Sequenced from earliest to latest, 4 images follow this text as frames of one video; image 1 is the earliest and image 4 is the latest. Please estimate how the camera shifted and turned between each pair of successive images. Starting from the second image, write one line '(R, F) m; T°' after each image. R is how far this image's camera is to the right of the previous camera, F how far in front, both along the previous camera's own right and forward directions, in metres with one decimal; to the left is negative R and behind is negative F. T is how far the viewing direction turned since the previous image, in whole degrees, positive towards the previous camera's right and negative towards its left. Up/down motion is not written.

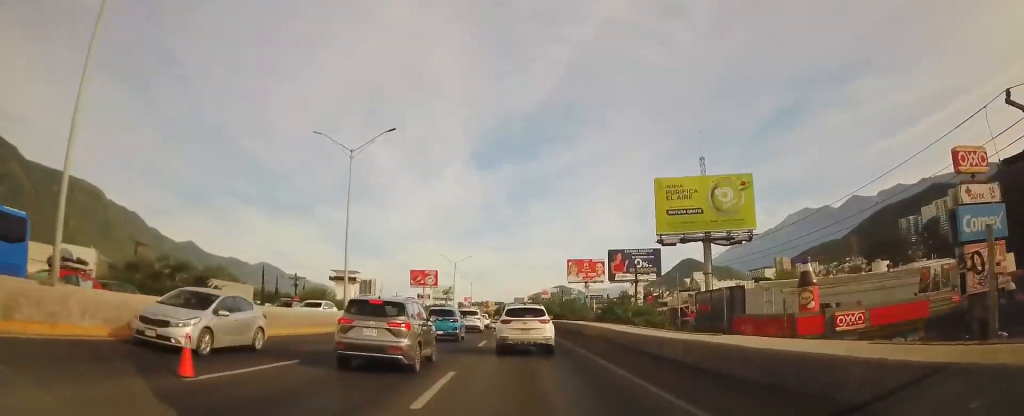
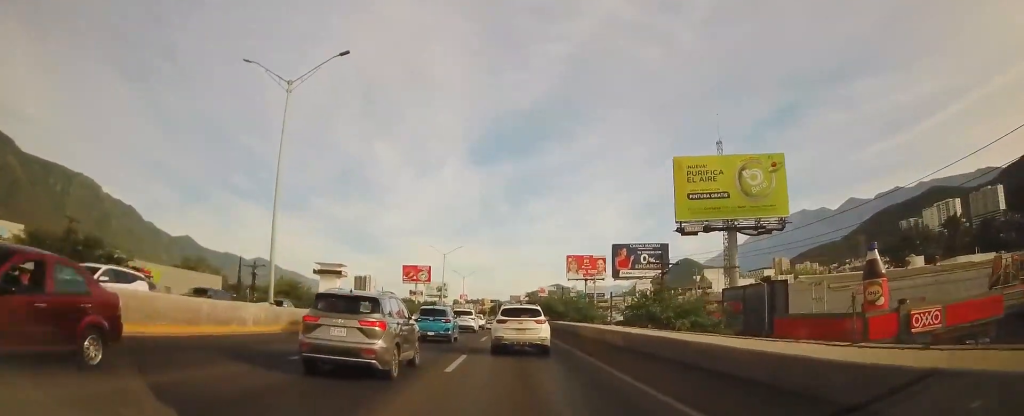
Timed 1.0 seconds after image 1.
(+0.3, +10.4) m; +3°
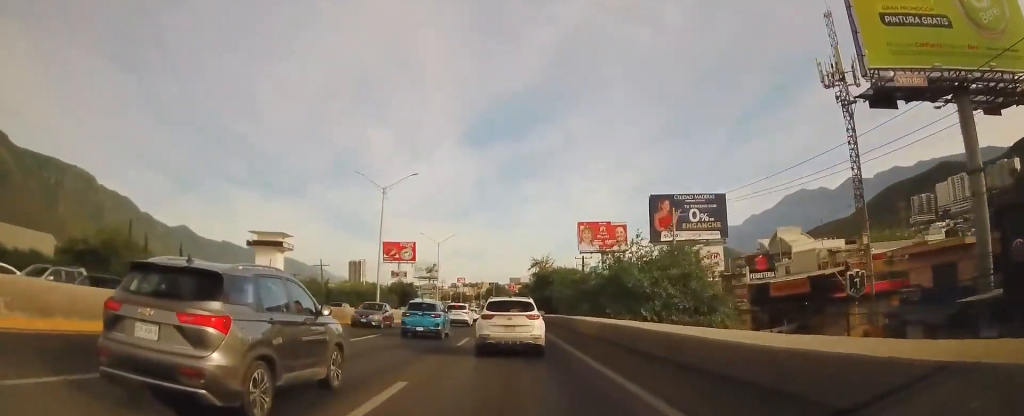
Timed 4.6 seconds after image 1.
(+0.5, +37.7) m; -1°
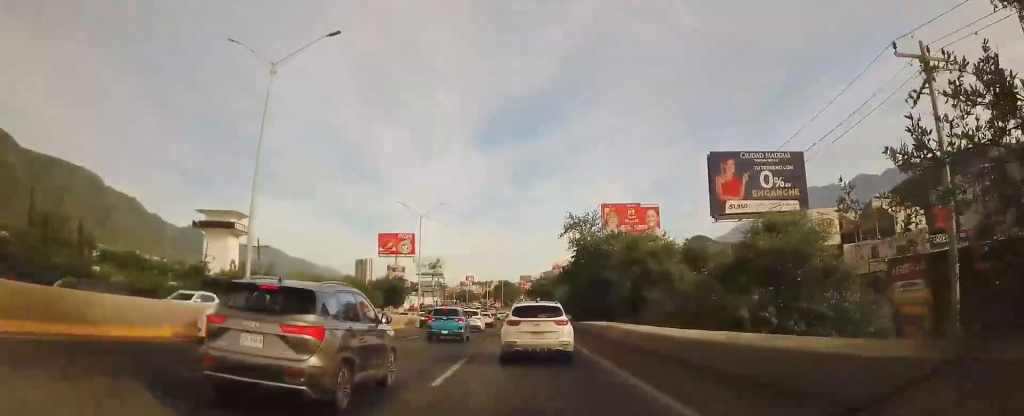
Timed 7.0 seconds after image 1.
(-1.5, +23.9) m; 0°
